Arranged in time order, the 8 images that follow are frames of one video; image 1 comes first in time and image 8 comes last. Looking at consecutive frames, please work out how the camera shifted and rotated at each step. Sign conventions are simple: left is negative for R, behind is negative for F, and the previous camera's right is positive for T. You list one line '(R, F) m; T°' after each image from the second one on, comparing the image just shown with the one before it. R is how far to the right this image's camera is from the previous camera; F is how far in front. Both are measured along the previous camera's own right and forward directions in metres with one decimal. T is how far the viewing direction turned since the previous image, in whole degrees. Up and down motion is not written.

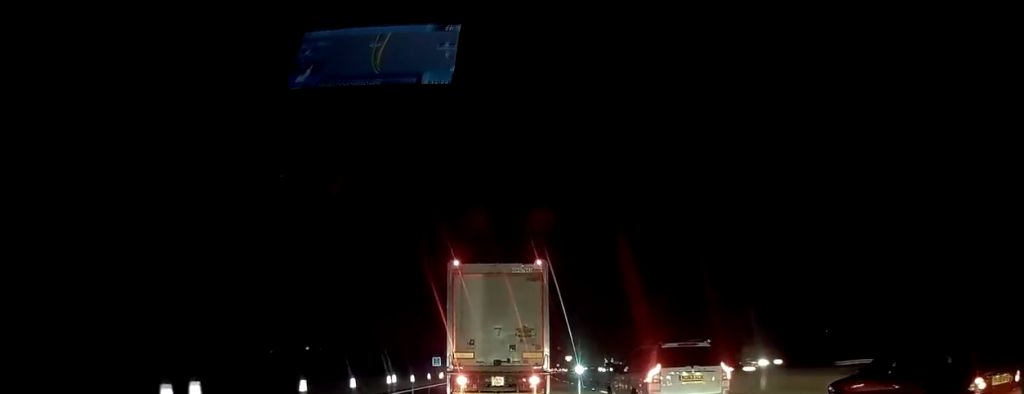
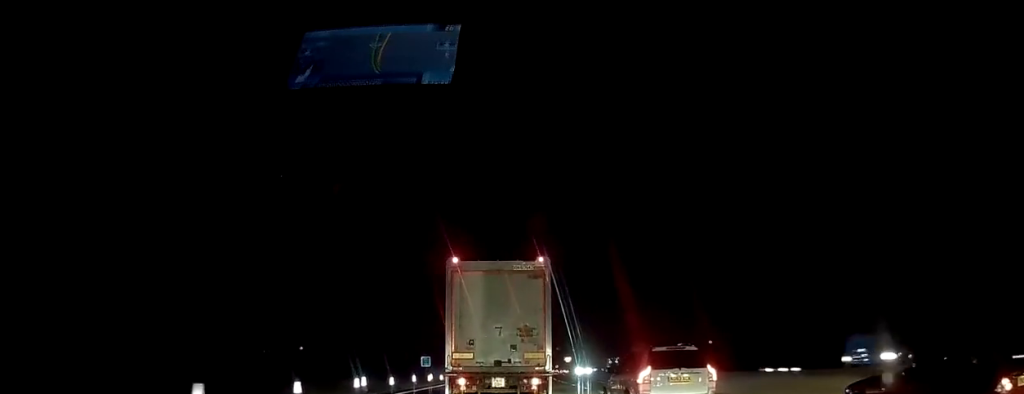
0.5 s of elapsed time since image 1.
(0.0, +8.2) m; 0°
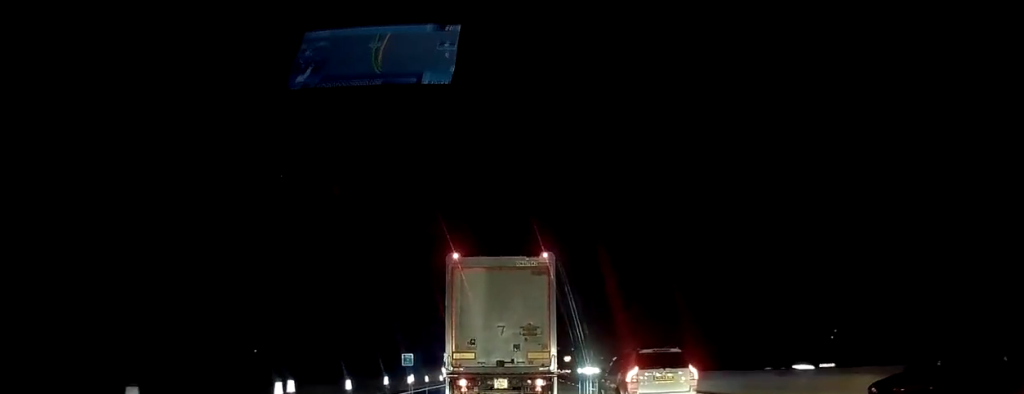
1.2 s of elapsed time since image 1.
(0.0, +10.9) m; 0°
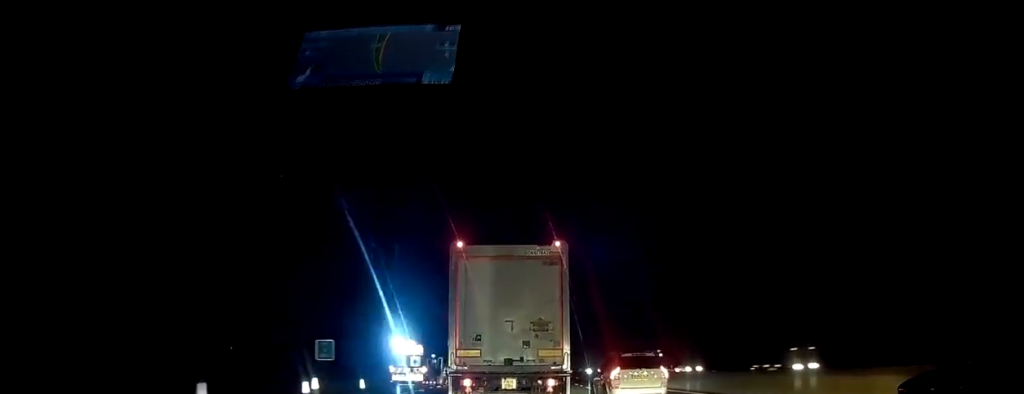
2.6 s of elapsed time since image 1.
(+0.1, +23.0) m; 0°
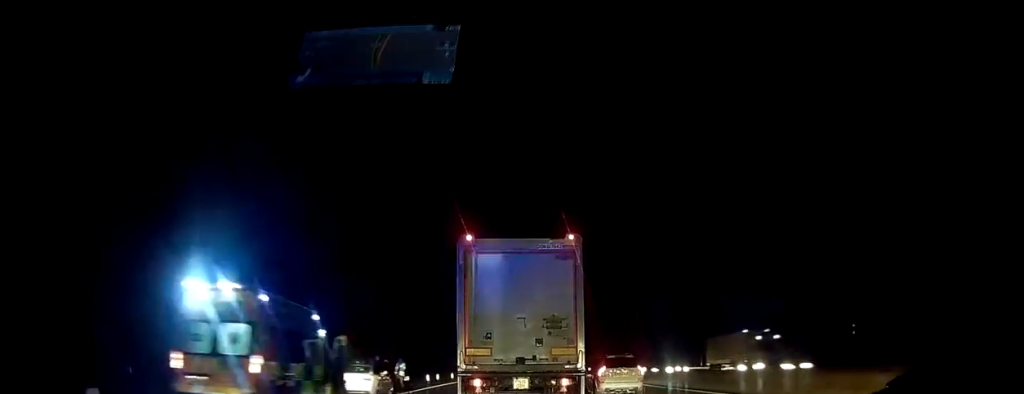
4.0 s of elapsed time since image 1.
(+0.2, +22.1) m; +1°
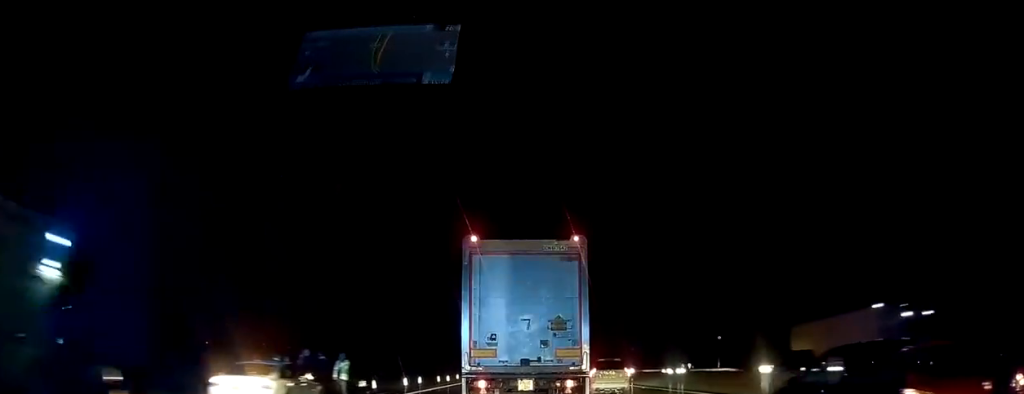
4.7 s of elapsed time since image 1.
(+0.1, +10.1) m; 0°
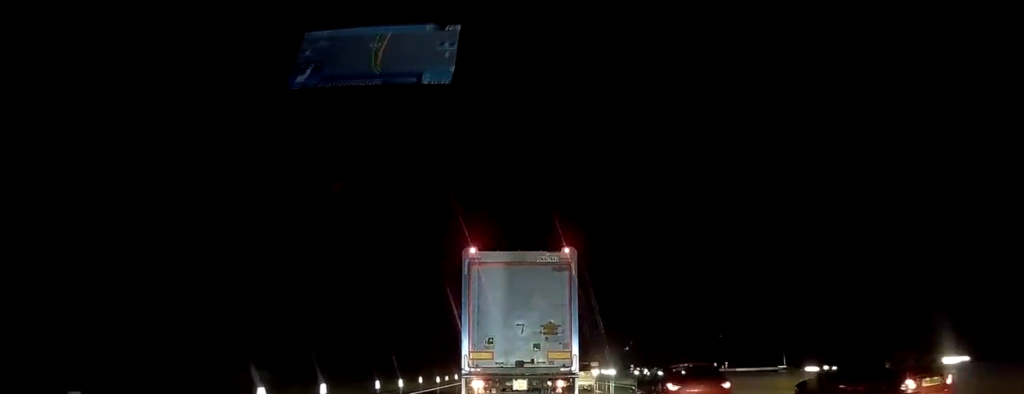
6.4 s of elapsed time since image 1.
(+0.1, +24.7) m; +1°
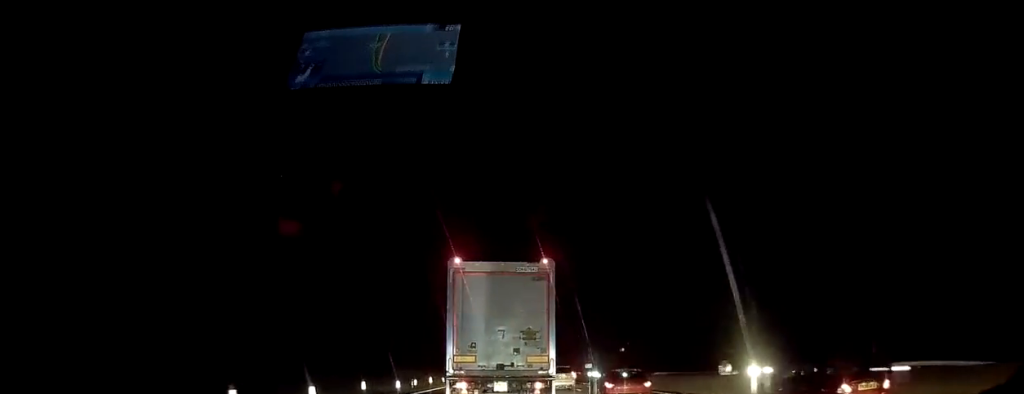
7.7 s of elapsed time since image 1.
(+0.3, +18.8) m; +1°
